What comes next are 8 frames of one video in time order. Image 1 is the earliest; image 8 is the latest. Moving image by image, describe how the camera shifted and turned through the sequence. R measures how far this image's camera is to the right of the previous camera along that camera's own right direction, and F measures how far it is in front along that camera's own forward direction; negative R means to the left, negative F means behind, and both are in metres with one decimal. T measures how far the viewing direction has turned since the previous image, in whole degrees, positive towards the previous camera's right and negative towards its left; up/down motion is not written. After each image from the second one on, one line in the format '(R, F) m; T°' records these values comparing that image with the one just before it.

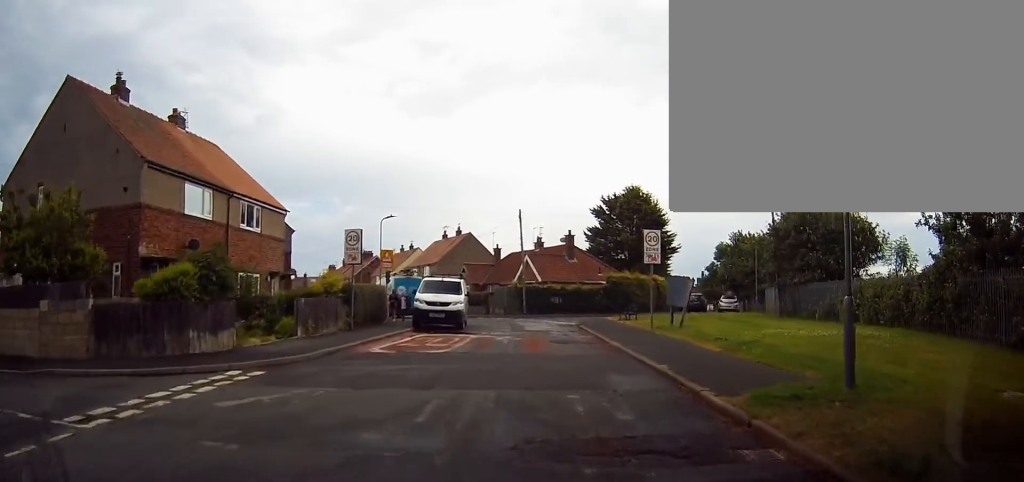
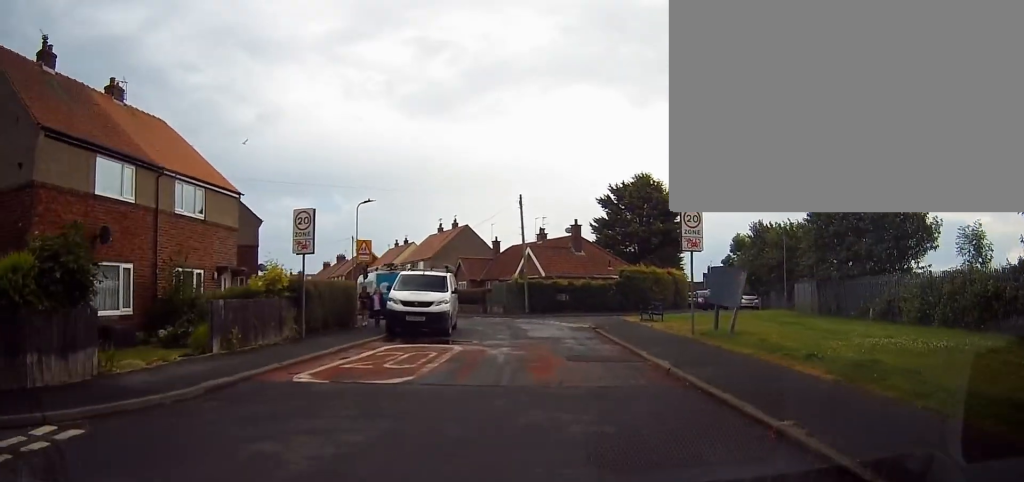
(-0.2, +5.2) m; -1°
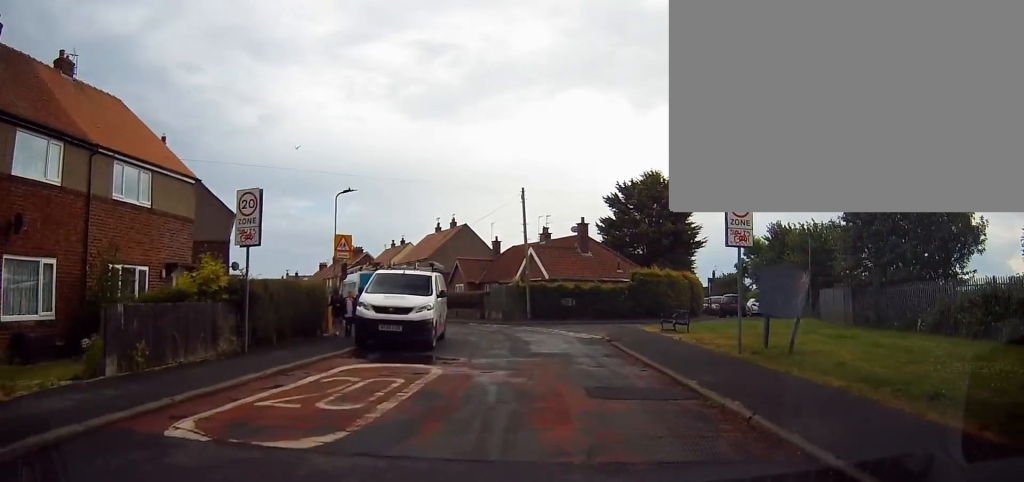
(-0.1, +3.7) m; -2°
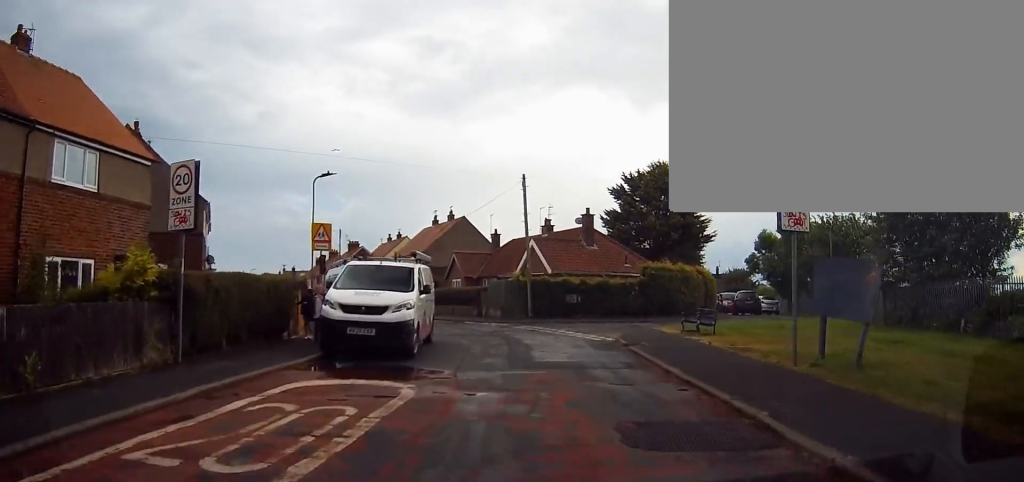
(+0.1, +2.8) m; -1°
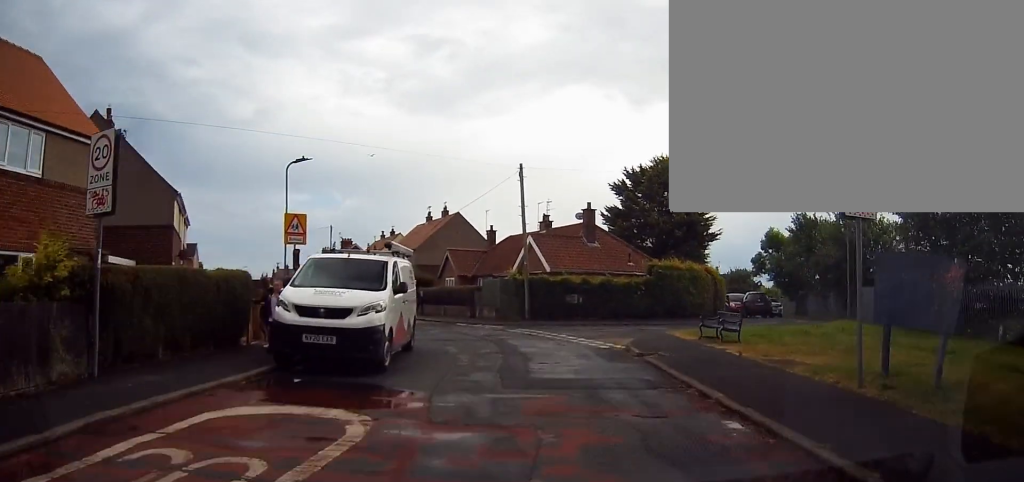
(0.0, +2.4) m; 0°
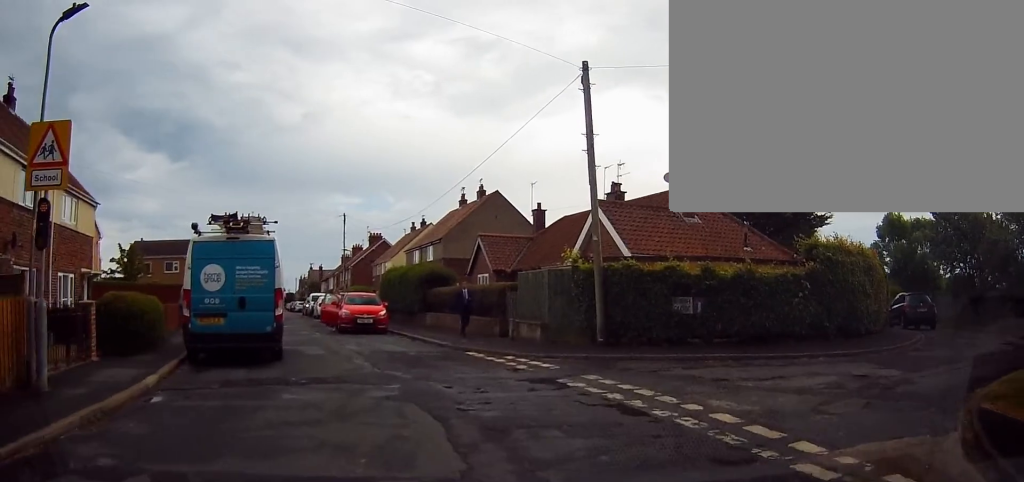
(+0.6, +13.3) m; -1°
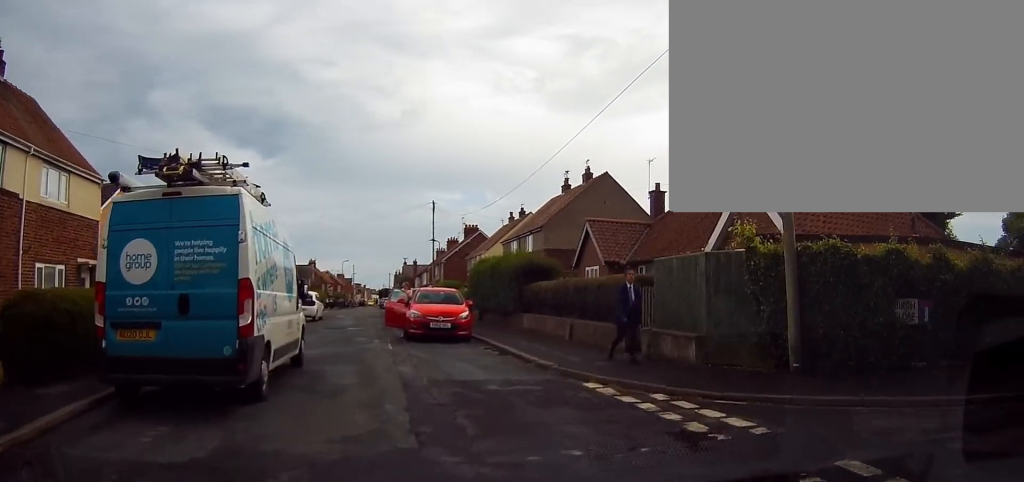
(-0.9, +5.9) m; -12°
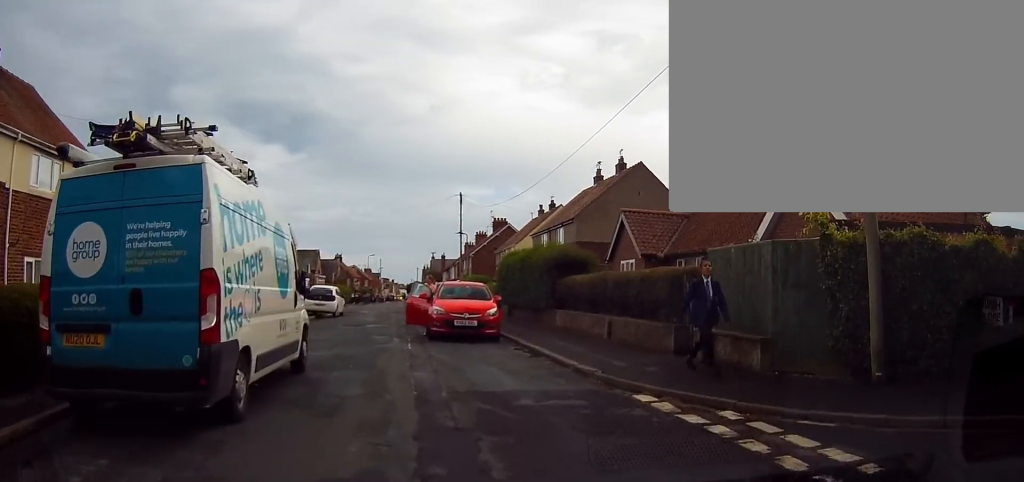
(-0.1, +1.7) m; -1°
